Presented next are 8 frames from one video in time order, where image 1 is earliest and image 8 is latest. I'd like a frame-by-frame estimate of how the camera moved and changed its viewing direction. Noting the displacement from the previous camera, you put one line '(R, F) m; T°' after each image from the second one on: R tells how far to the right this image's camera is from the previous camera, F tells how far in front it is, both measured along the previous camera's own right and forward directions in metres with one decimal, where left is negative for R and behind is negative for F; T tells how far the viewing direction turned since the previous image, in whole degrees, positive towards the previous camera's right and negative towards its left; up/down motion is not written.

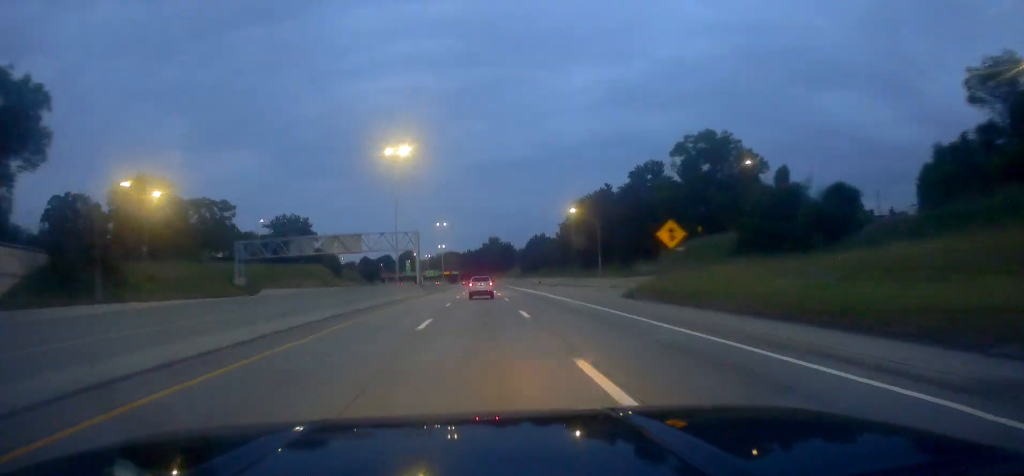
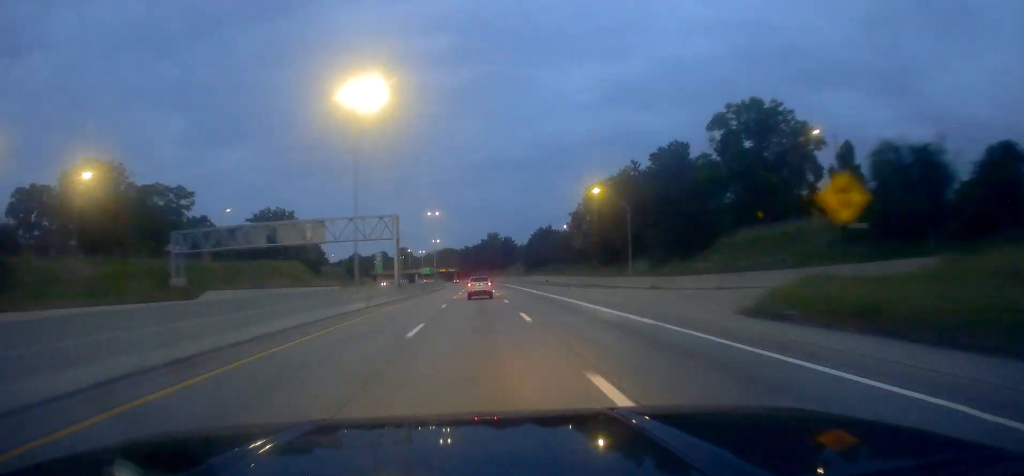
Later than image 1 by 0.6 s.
(-0.2, +17.5) m; 0°
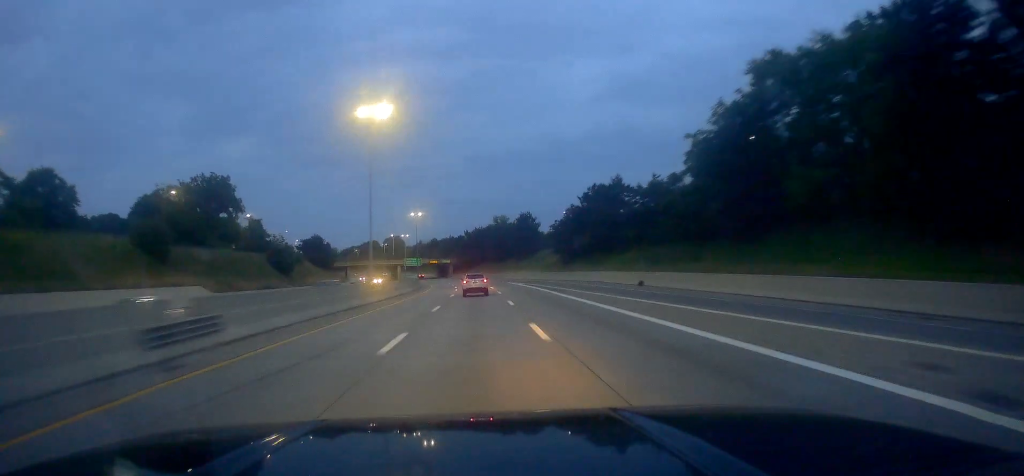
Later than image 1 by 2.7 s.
(-0.4, +65.2) m; 0°
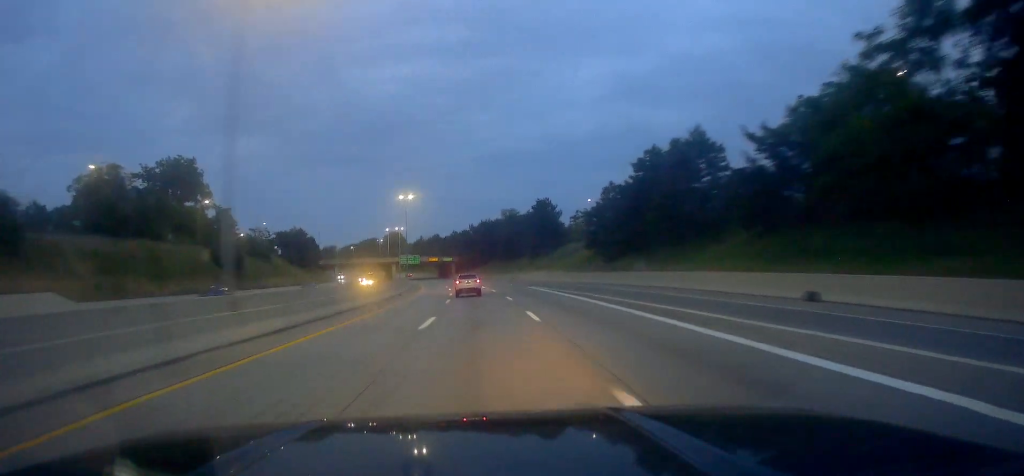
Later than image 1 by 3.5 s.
(+0.3, +25.3) m; +1°
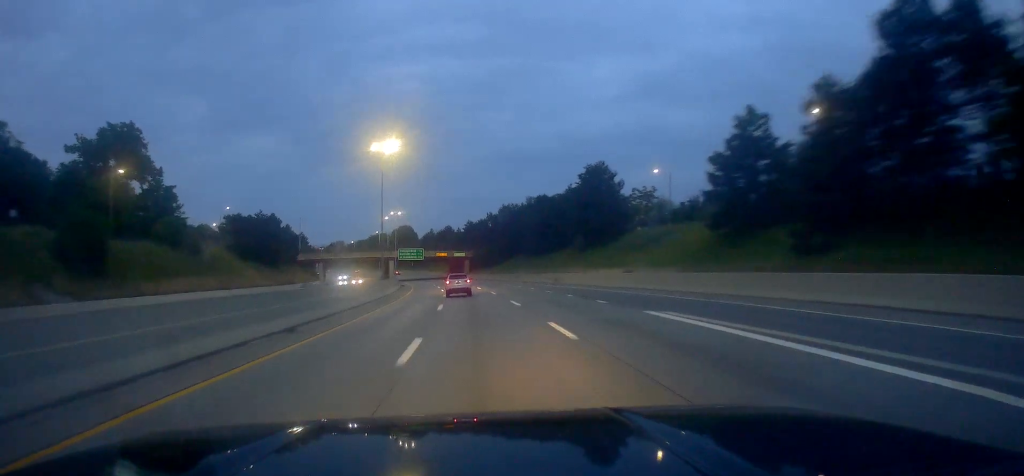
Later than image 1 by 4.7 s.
(0.0, +35.4) m; -2°
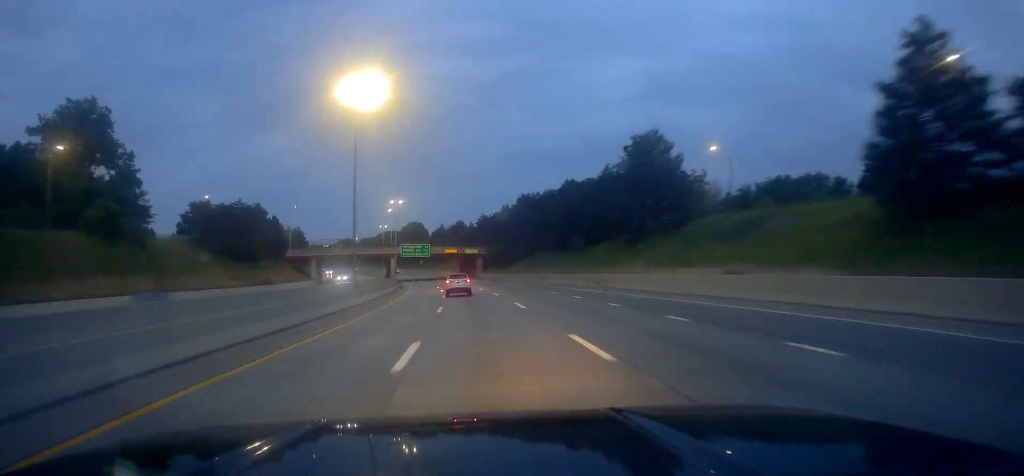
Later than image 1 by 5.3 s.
(-0.5, +17.3) m; -1°
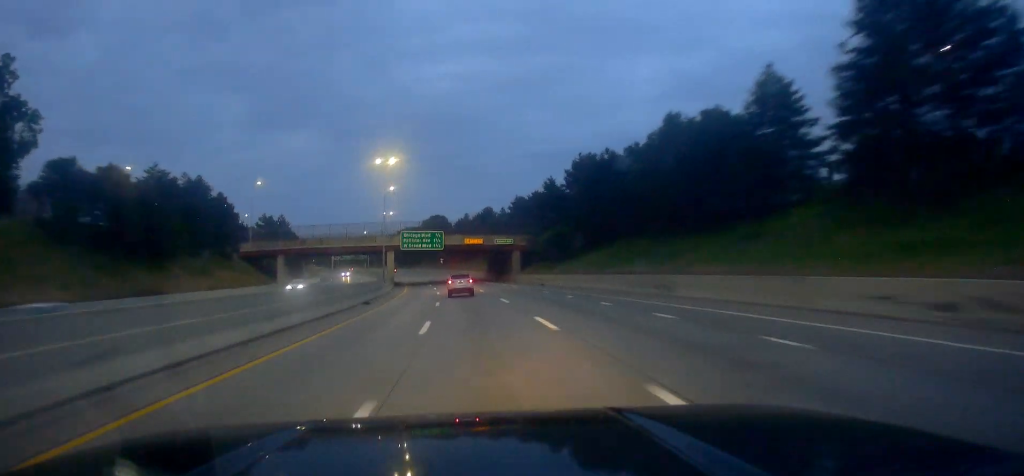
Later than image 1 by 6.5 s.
(-0.2, +37.7) m; -1°
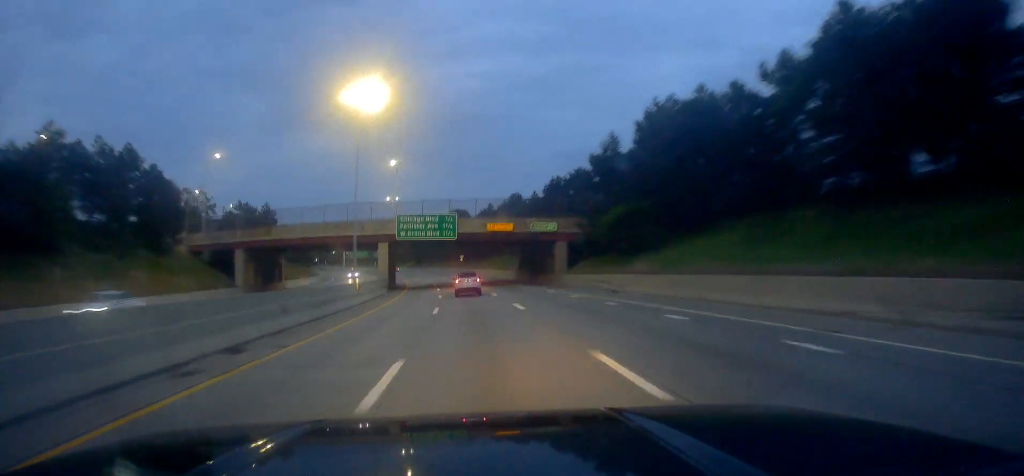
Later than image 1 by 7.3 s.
(+0.1, +23.4) m; -2°
